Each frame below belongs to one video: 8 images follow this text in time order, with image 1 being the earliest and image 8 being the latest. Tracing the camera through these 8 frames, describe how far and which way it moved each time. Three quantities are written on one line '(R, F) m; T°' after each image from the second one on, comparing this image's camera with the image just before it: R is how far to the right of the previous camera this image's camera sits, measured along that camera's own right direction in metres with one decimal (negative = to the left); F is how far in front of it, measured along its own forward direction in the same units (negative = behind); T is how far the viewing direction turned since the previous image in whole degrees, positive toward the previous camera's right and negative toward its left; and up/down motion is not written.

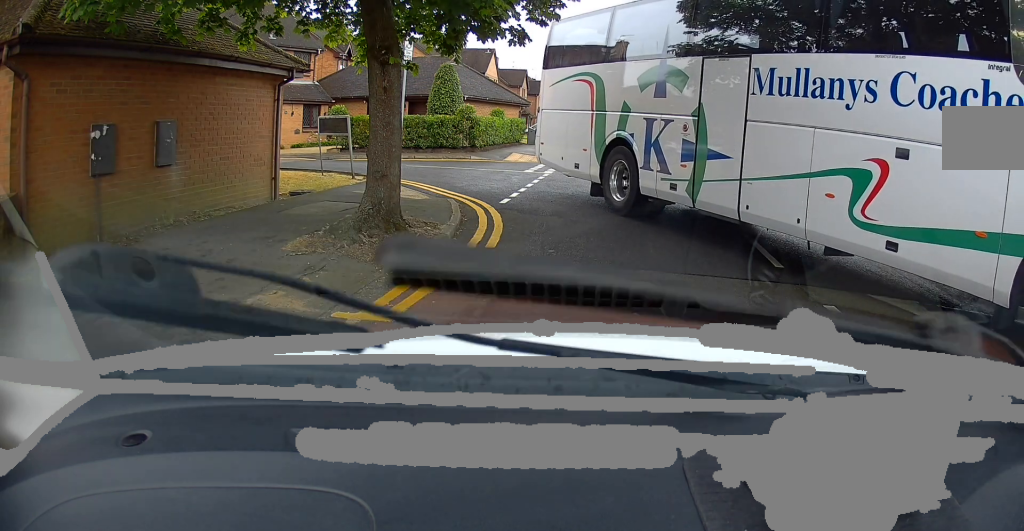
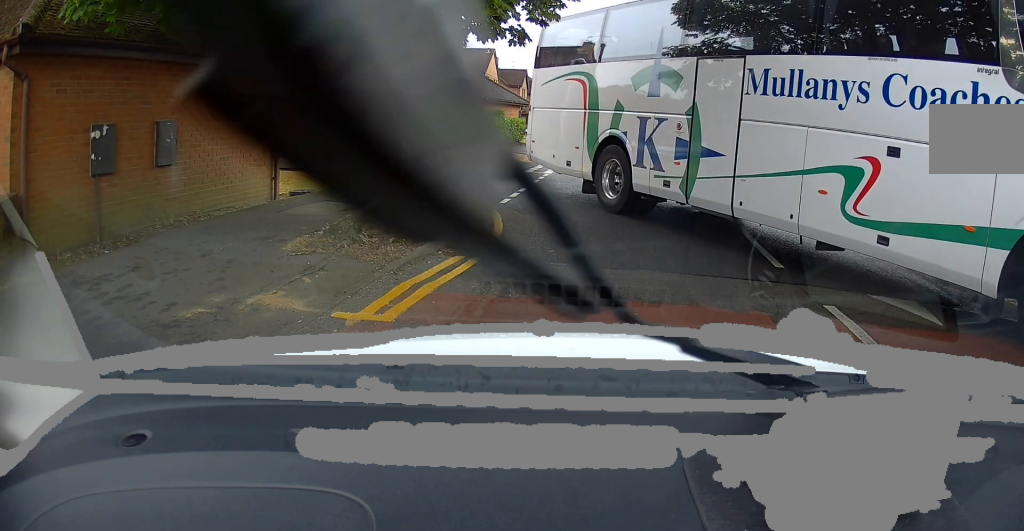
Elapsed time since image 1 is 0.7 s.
(0.0, 0.0) m; 0°
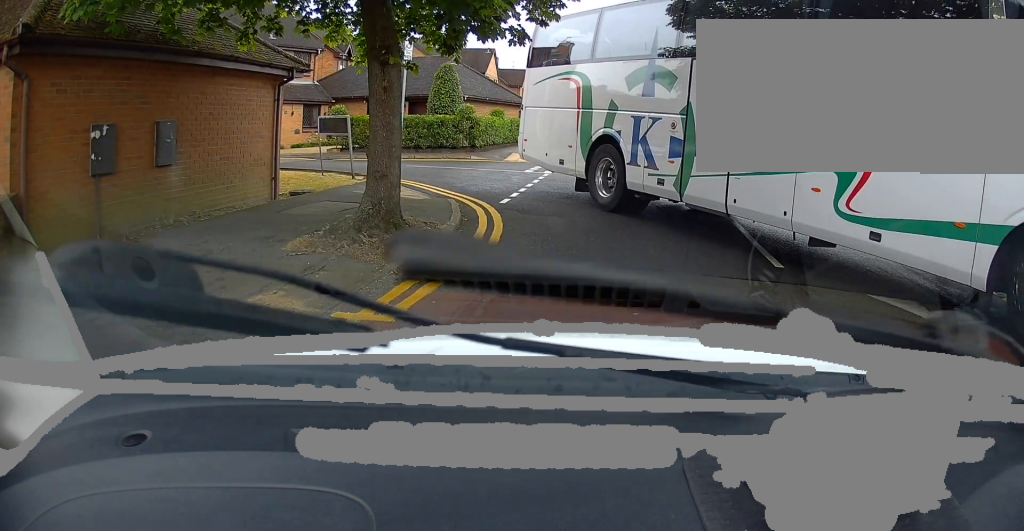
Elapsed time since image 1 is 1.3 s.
(0.0, 0.0) m; 0°
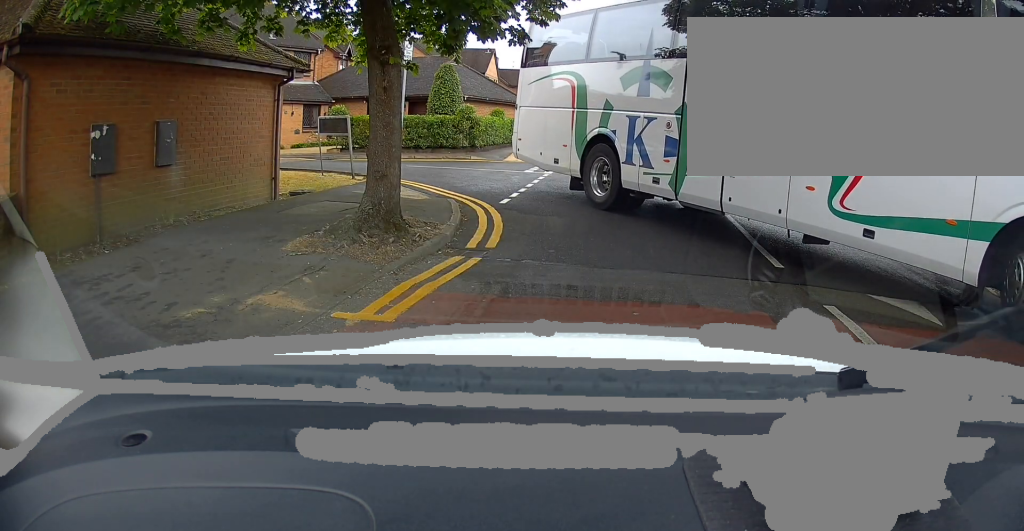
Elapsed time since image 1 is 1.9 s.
(0.0, 0.0) m; 0°
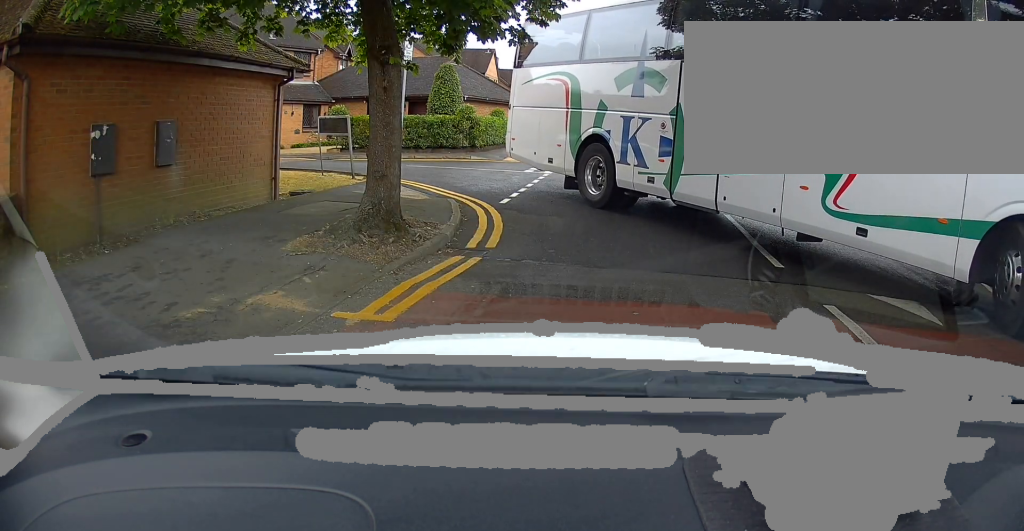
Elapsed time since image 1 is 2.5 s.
(0.0, 0.0) m; 0°
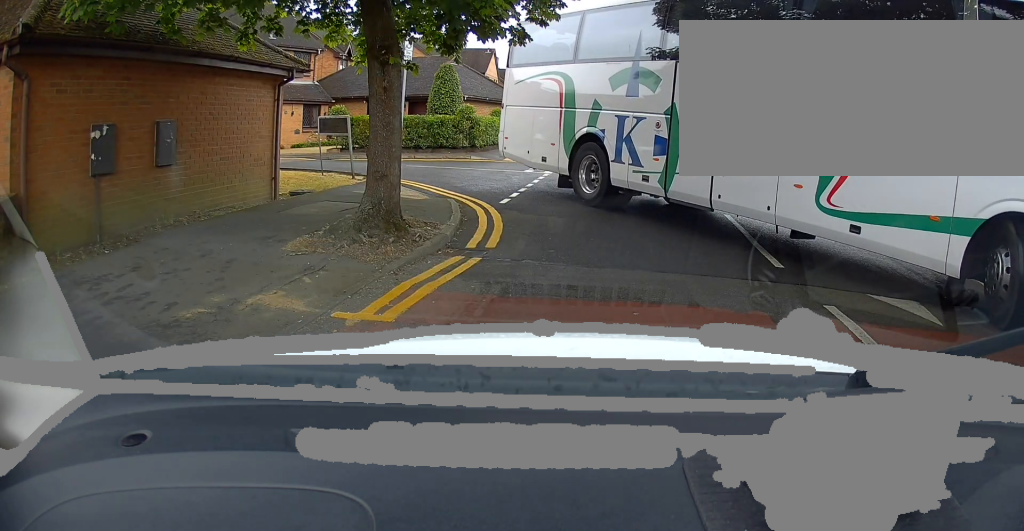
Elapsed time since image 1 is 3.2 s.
(0.0, 0.0) m; 0°
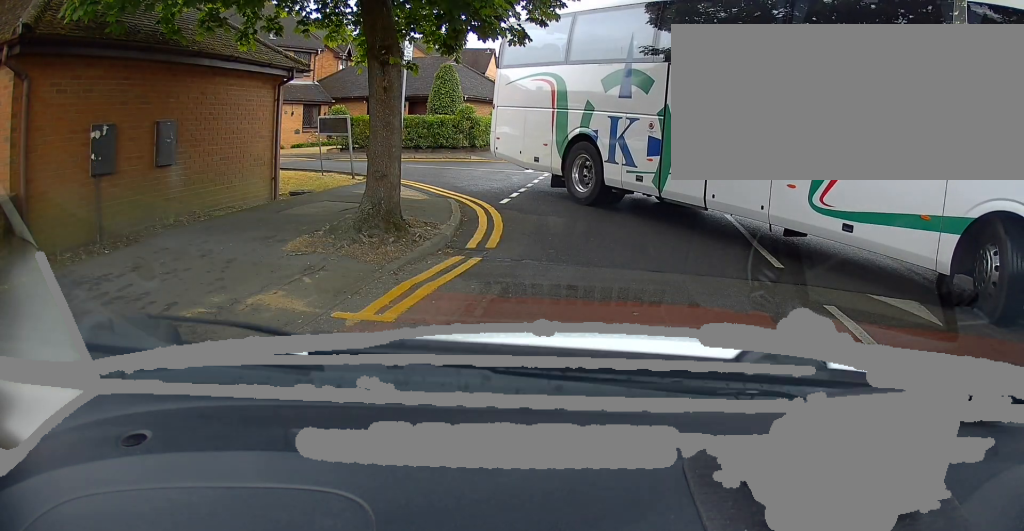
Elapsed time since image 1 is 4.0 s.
(0.0, 0.0) m; 0°
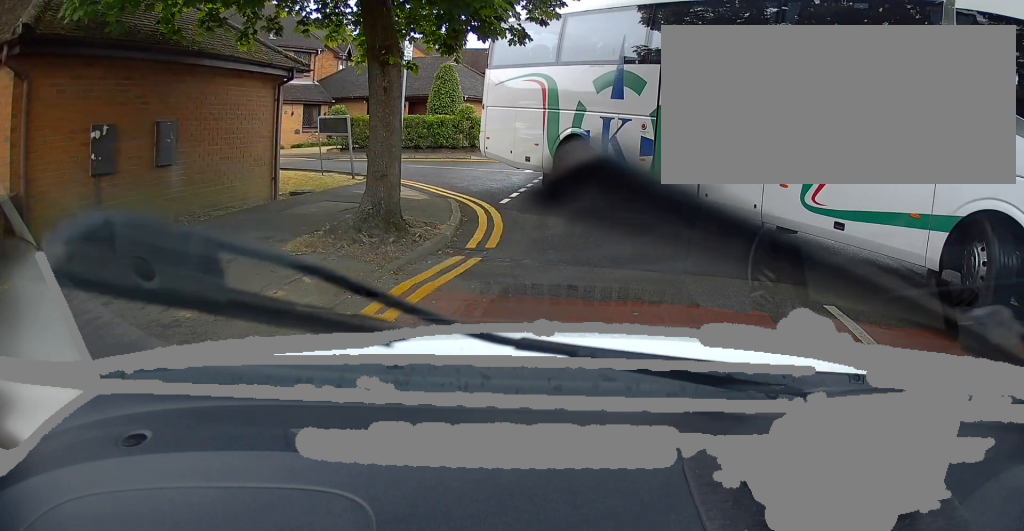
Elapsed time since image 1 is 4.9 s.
(0.0, 0.0) m; 0°
